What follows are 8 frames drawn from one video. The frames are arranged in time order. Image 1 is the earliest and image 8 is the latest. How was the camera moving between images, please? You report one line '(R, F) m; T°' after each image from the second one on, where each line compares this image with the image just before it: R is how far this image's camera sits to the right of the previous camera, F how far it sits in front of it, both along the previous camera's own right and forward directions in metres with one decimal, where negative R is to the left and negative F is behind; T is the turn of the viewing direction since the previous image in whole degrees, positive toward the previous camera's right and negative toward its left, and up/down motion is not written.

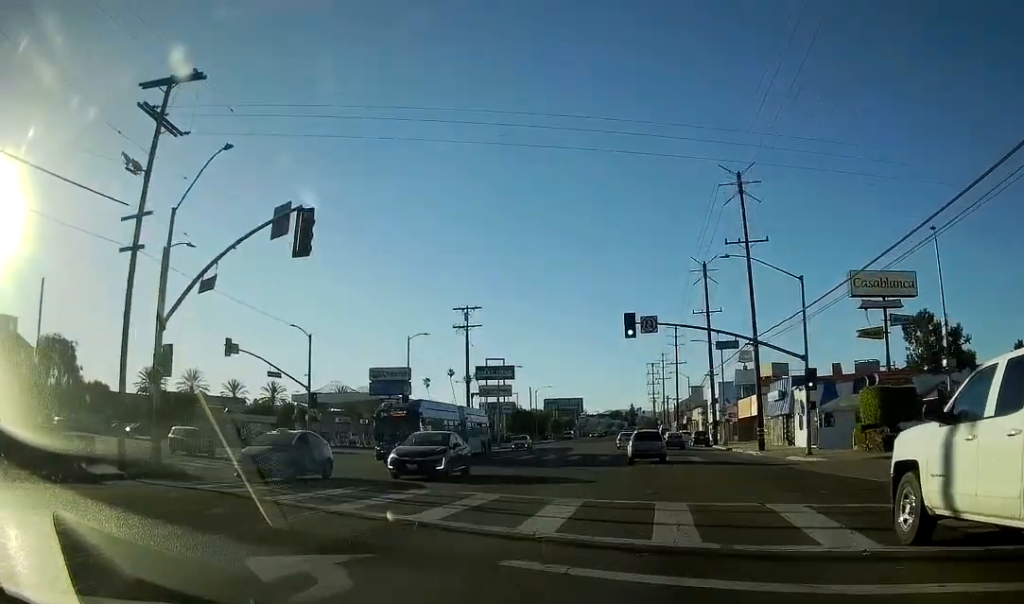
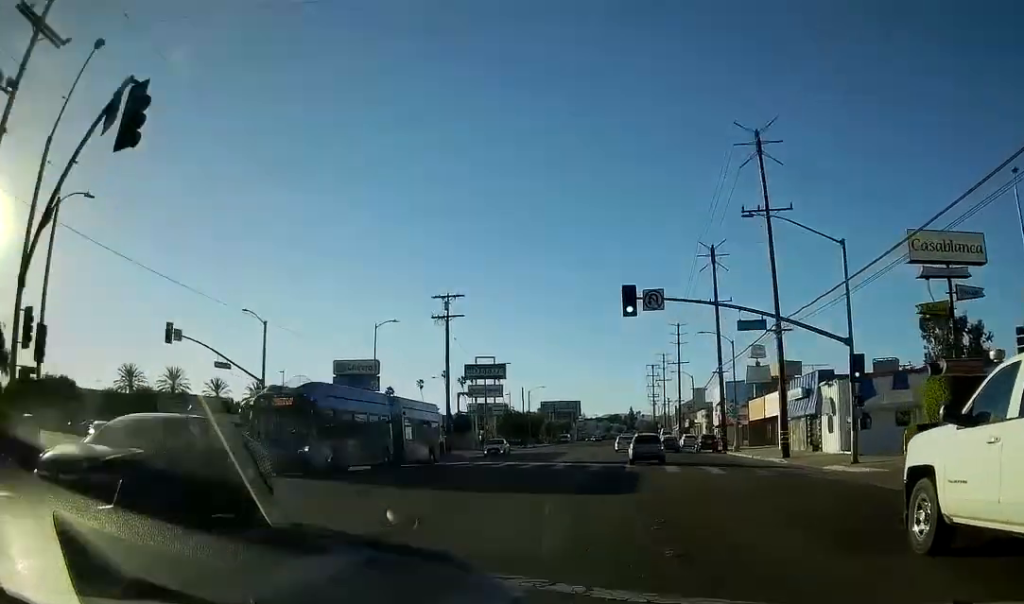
(0.0, +8.2) m; 0°
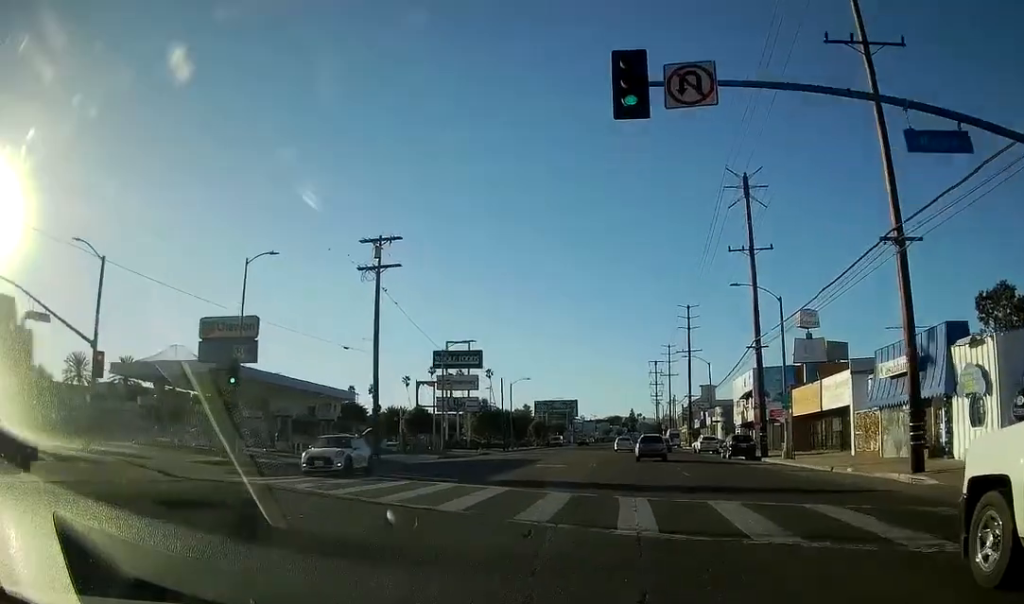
(-0.2, +19.8) m; 0°
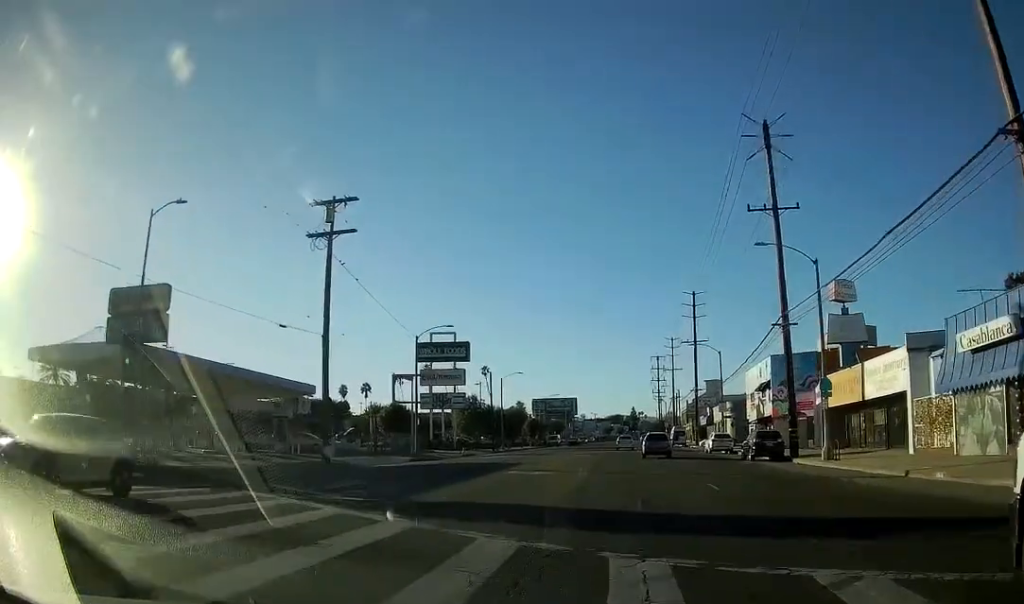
(+0.1, +8.7) m; 0°
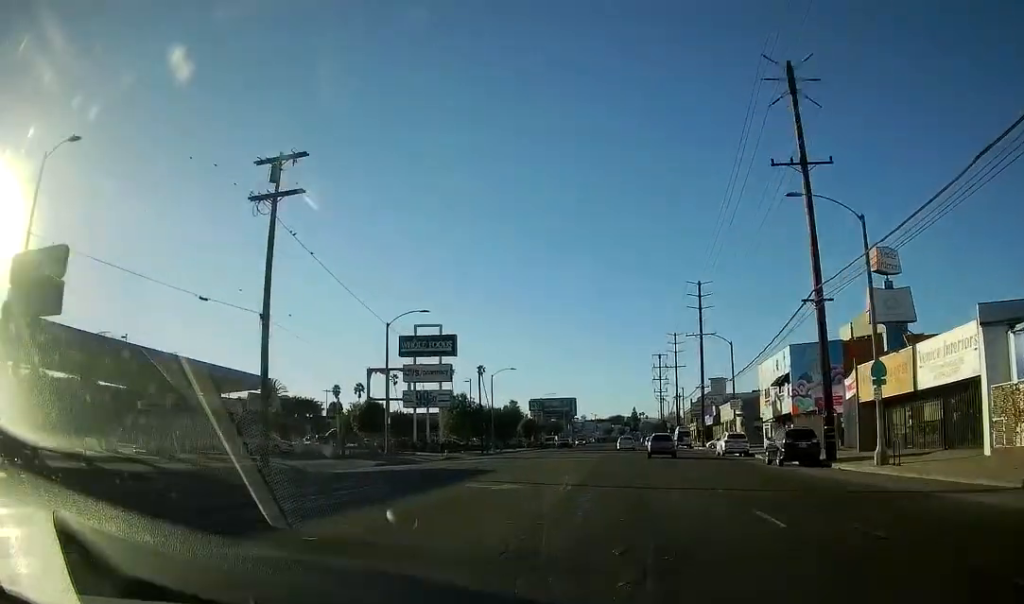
(0.0, +7.4) m; 0°
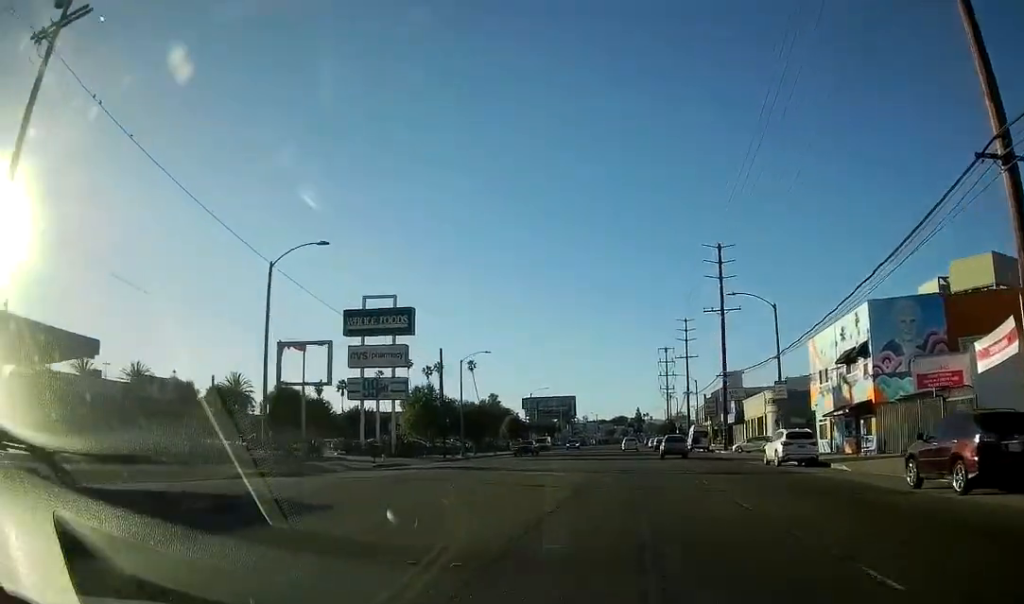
(-0.1, +17.6) m; -1°
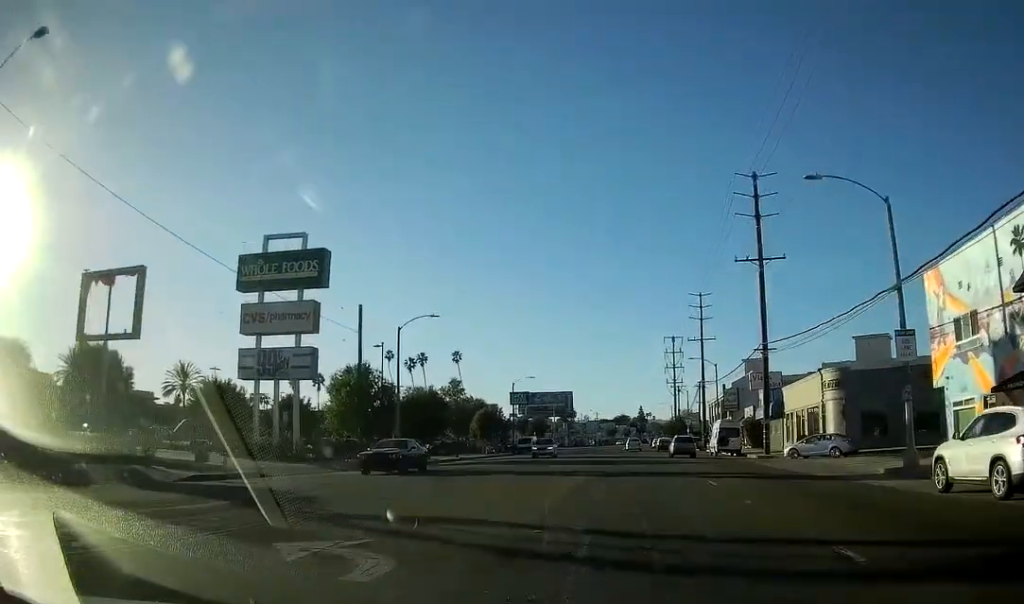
(0.0, +19.8) m; 0°
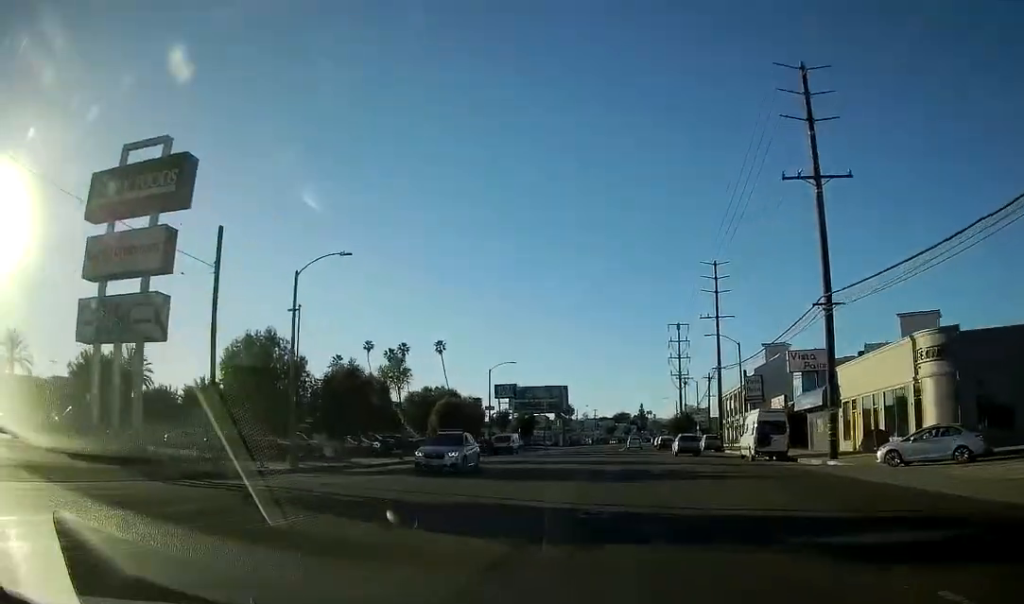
(-0.1, +16.6) m; 0°
